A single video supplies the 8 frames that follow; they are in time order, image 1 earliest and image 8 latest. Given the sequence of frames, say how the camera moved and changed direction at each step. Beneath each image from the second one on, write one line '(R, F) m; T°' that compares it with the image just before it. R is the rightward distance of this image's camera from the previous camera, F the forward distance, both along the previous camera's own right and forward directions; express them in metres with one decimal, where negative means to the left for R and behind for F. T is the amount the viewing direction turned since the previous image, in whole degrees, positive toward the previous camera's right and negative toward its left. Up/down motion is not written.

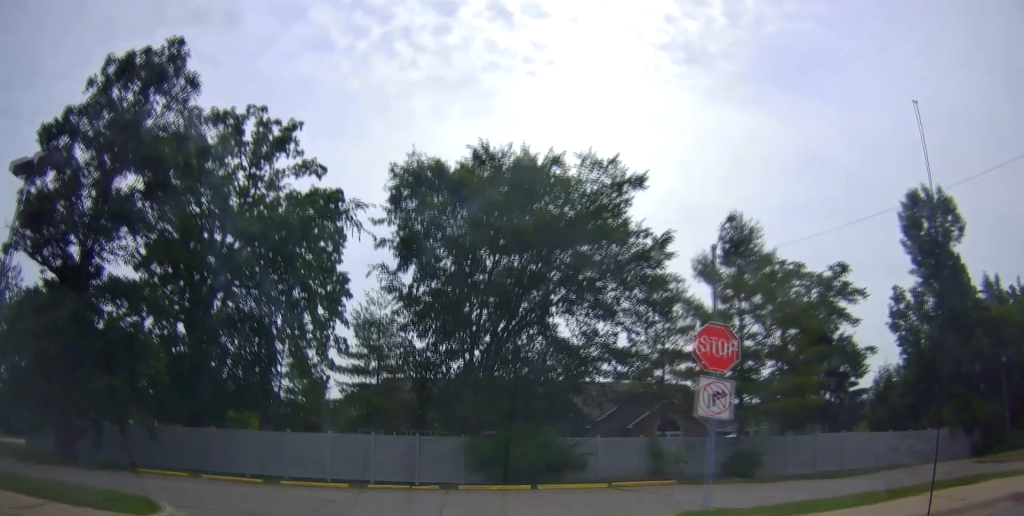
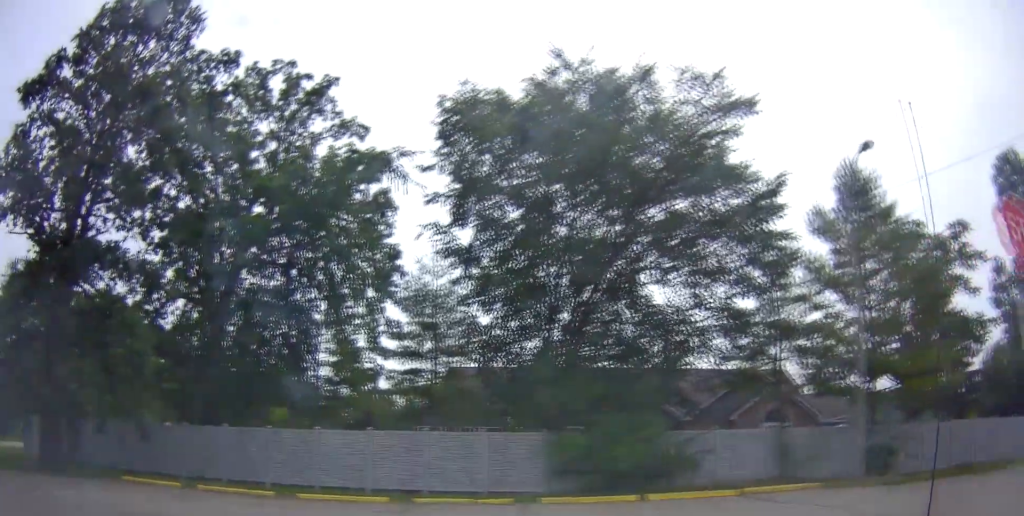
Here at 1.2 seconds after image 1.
(-0.5, +8.6) m; +2°
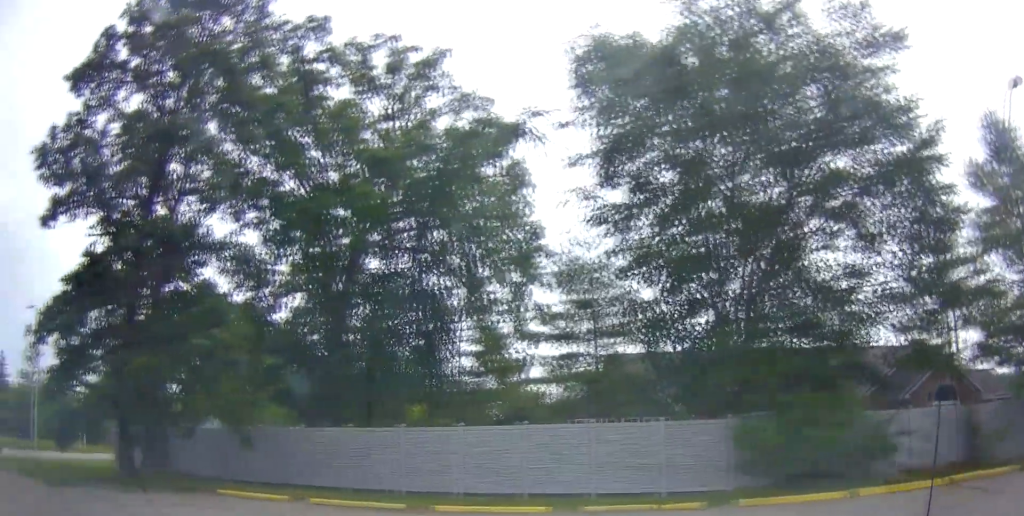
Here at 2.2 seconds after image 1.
(+0.8, +6.3) m; +15°
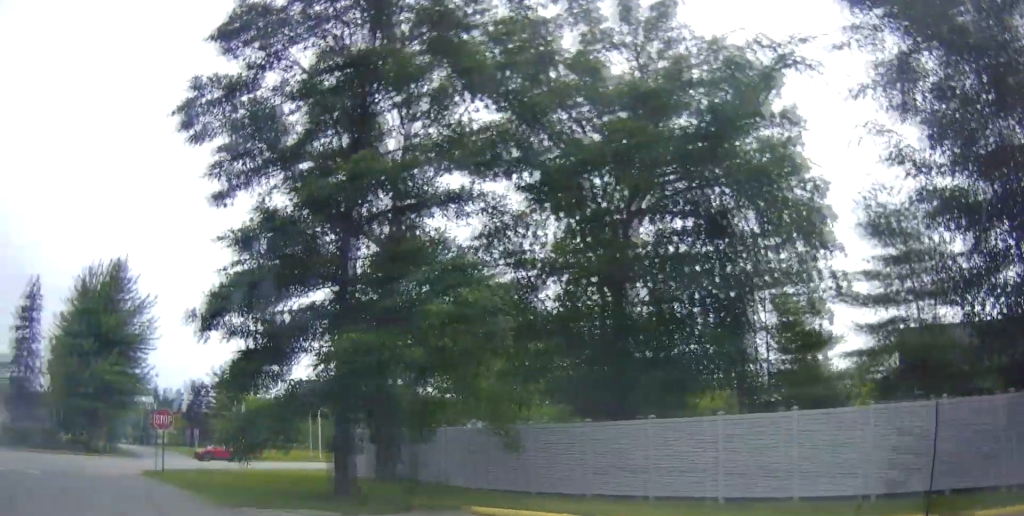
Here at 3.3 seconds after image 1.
(+0.7, +4.6) m; -63°
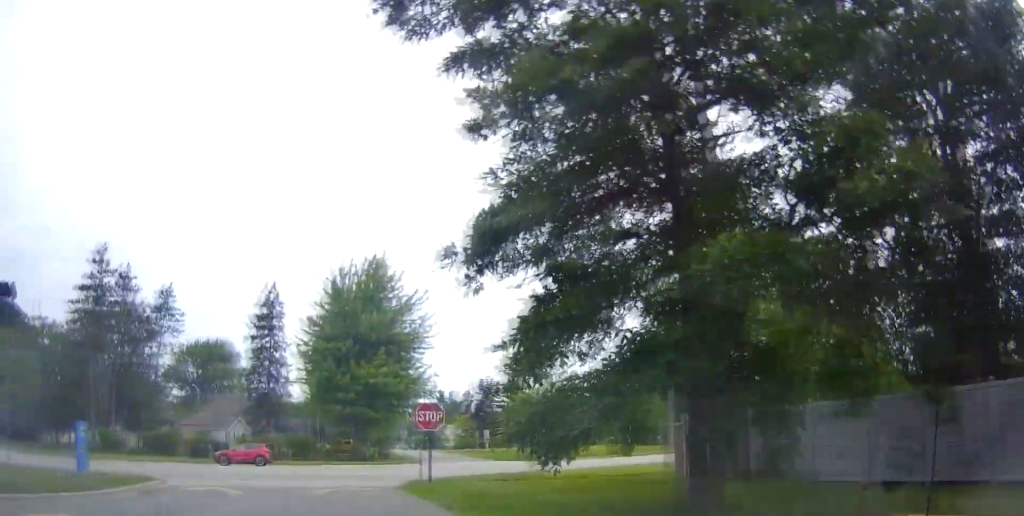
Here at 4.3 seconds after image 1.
(-2.4, +1.8) m; -41°
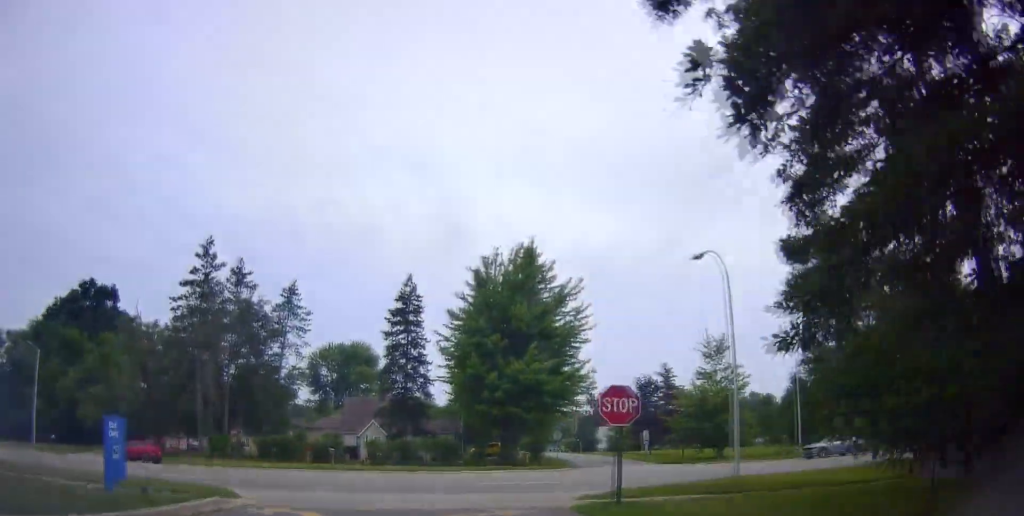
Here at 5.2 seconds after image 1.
(+0.1, +4.8) m; -3°
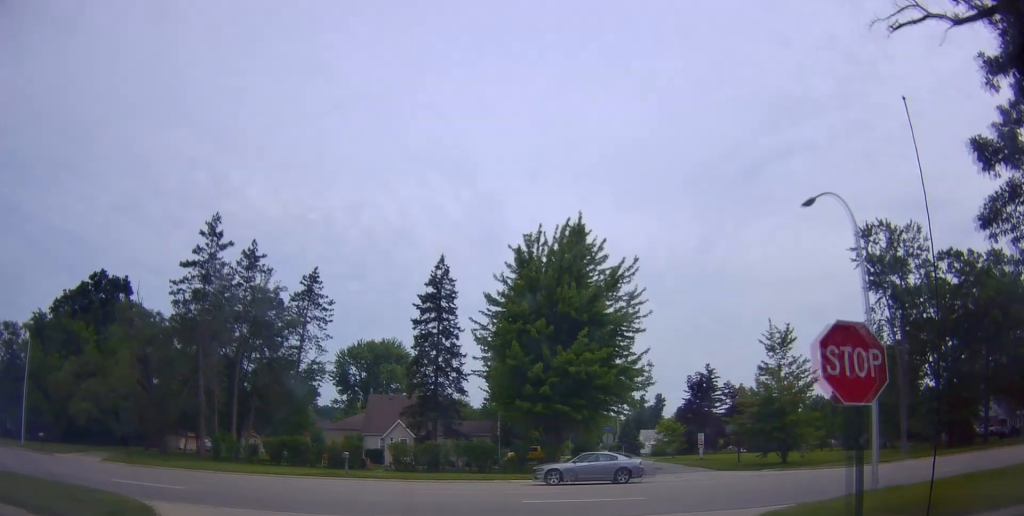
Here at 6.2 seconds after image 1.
(-0.3, +6.4) m; -14°
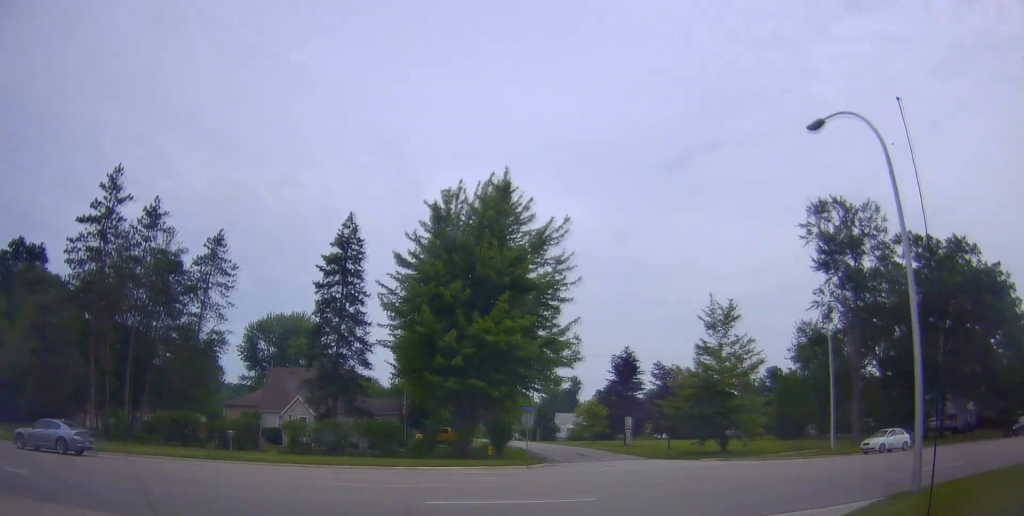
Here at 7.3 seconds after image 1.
(-1.3, +7.5) m; -10°
